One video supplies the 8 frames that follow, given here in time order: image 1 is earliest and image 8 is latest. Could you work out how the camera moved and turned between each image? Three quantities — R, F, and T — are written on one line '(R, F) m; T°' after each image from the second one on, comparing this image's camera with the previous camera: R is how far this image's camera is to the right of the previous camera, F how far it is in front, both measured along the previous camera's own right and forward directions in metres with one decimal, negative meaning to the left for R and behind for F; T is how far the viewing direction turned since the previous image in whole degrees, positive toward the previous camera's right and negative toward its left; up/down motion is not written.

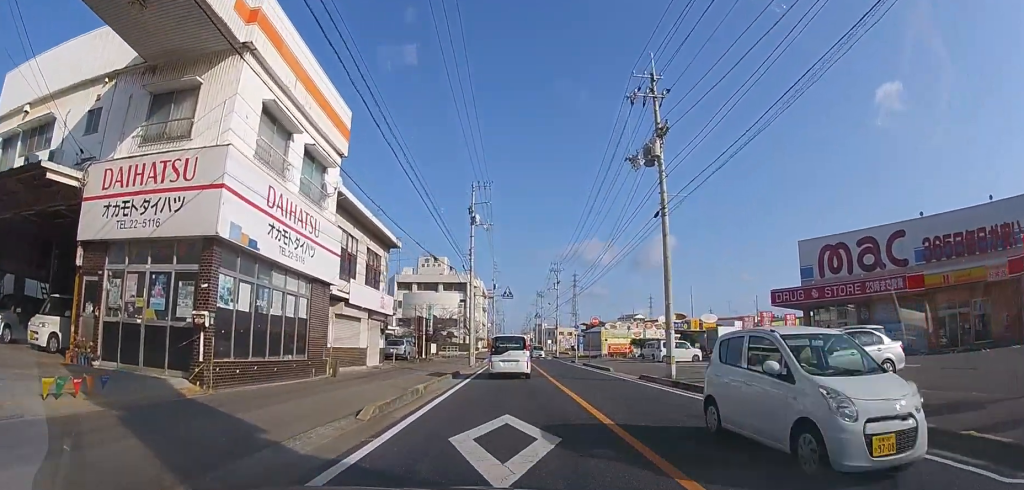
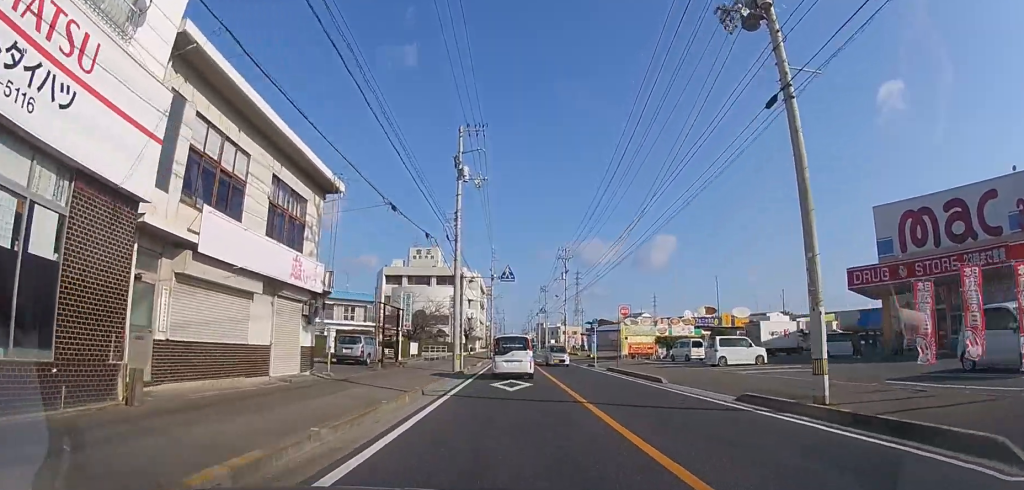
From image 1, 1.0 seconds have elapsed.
(0.0, +9.7) m; 0°
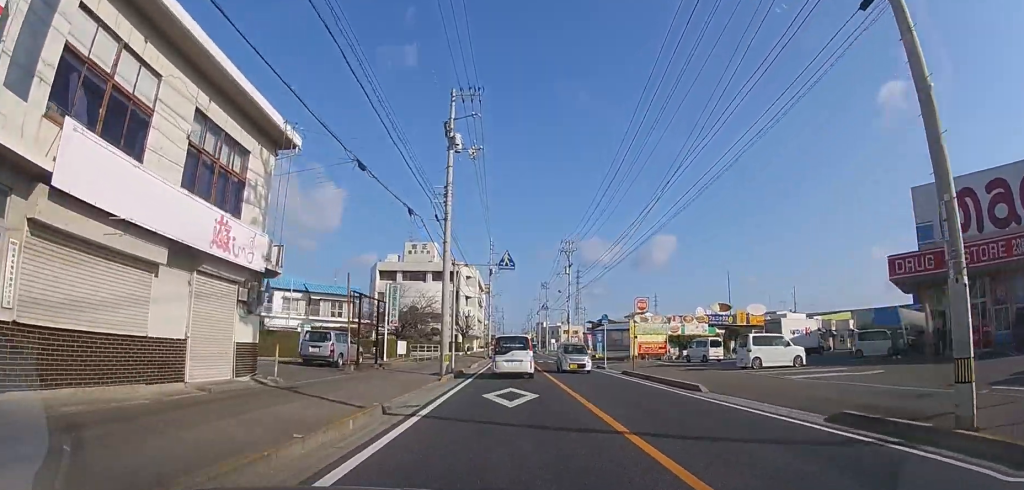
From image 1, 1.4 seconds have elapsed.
(0.0, +4.3) m; 0°
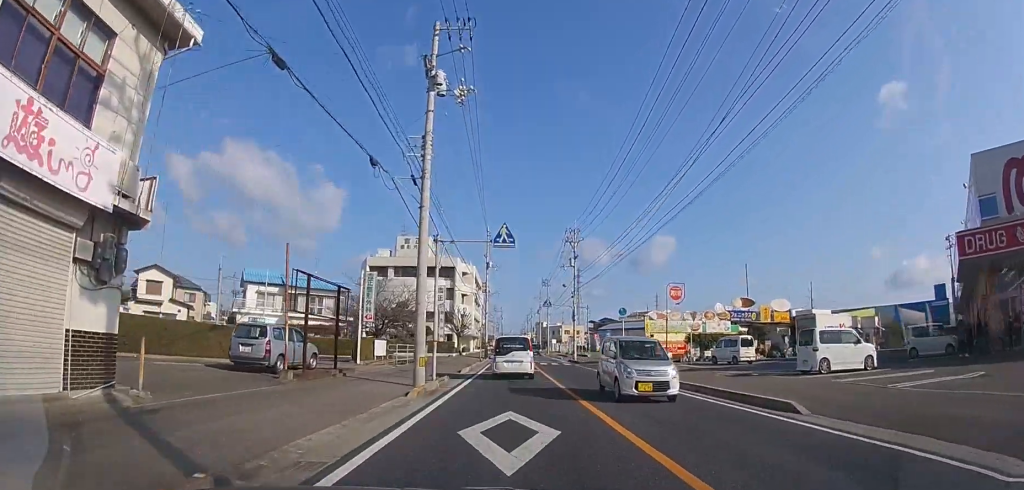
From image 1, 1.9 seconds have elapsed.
(0.0, +5.3) m; 0°
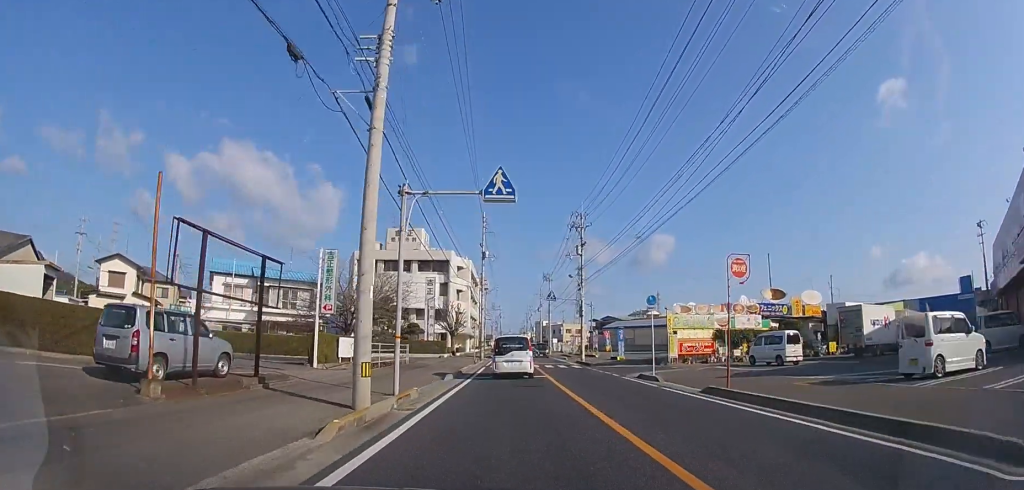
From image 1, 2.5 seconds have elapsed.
(0.0, +6.0) m; 0°
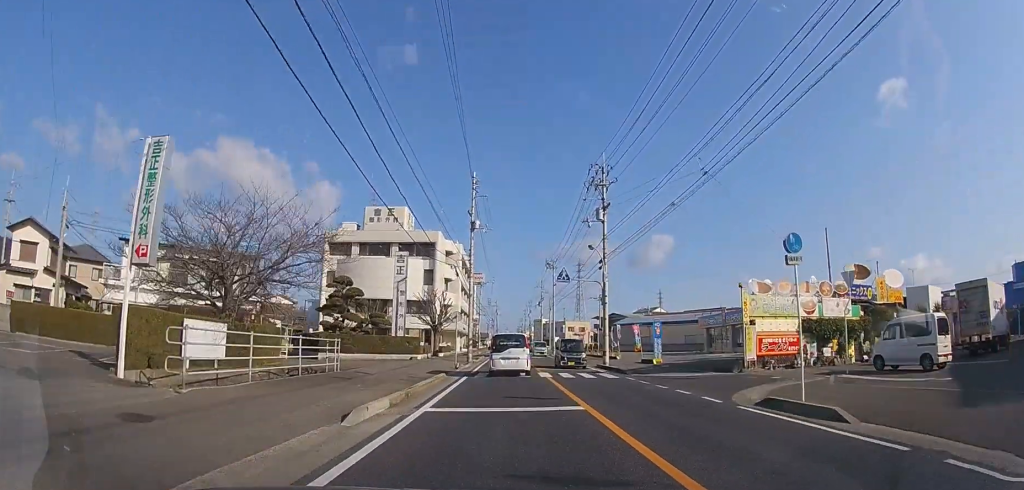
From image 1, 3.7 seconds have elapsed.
(0.0, +11.6) m; +1°
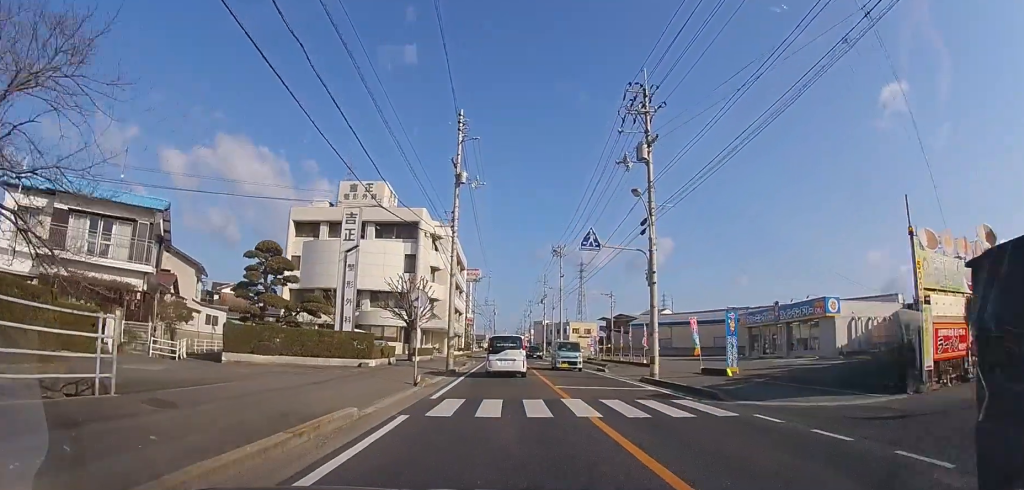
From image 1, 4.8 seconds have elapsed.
(+0.2, +10.9) m; +1°
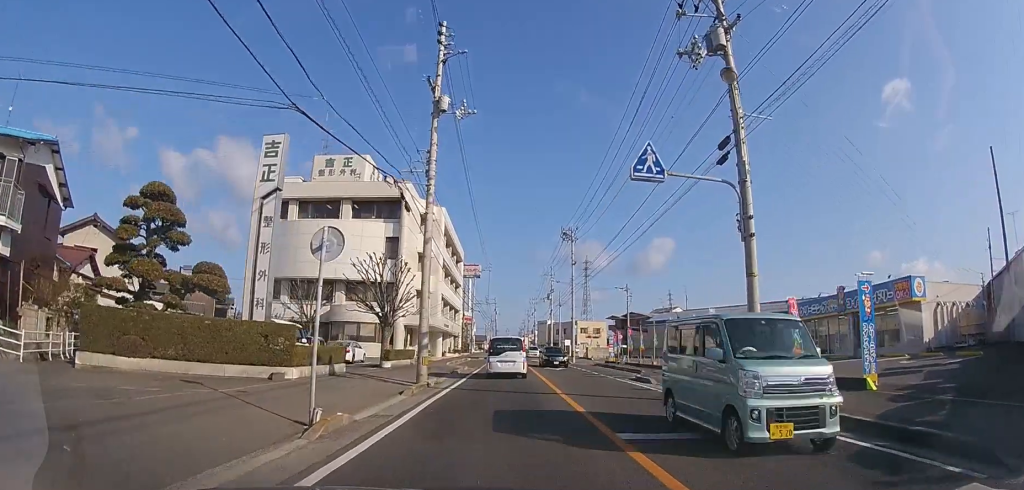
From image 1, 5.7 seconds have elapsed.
(0.0, +8.5) m; -1°
